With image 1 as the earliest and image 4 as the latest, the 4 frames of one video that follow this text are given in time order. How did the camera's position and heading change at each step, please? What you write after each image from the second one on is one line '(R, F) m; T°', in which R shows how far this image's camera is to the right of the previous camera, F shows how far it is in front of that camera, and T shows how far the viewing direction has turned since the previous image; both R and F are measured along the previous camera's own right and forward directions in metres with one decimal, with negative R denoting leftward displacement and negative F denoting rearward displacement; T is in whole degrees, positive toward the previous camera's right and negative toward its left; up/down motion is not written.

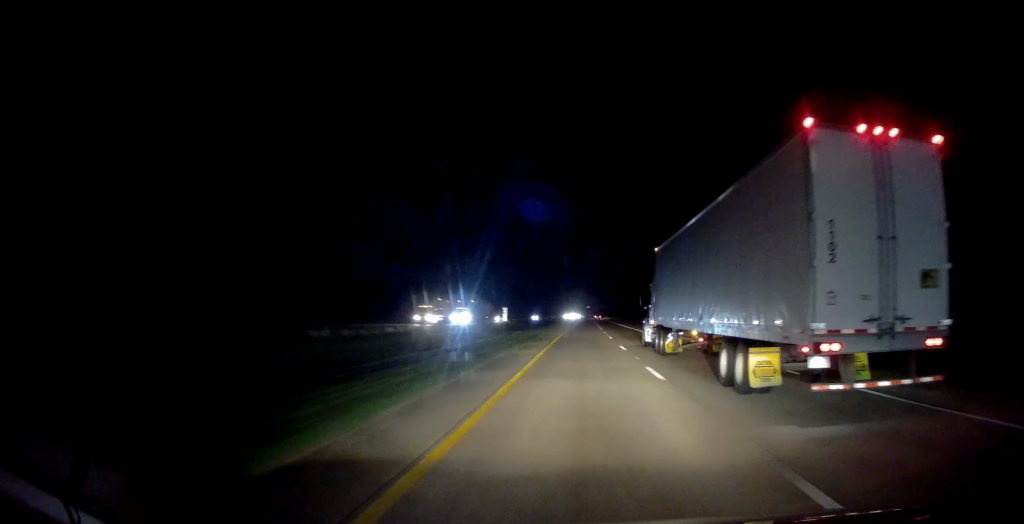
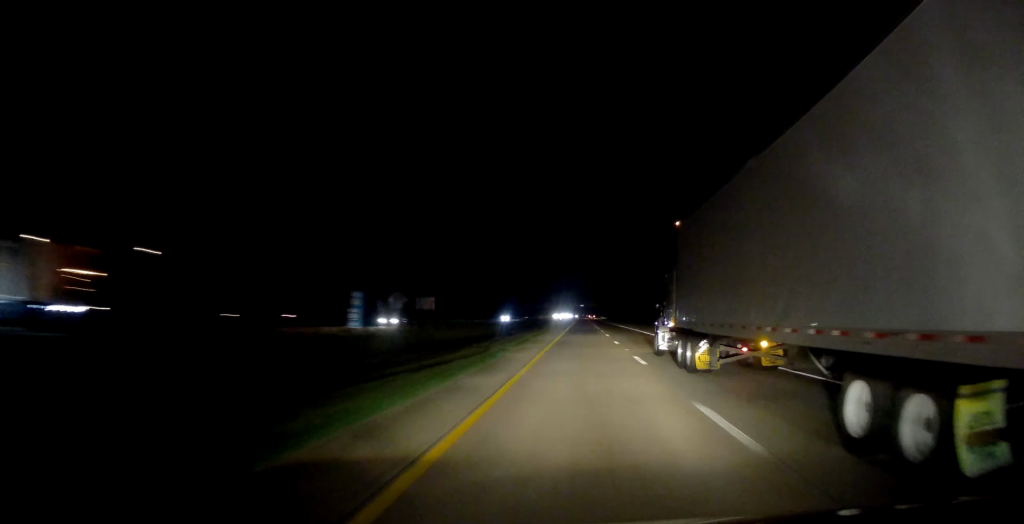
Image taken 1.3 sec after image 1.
(-0.3, +43.7) m; 0°
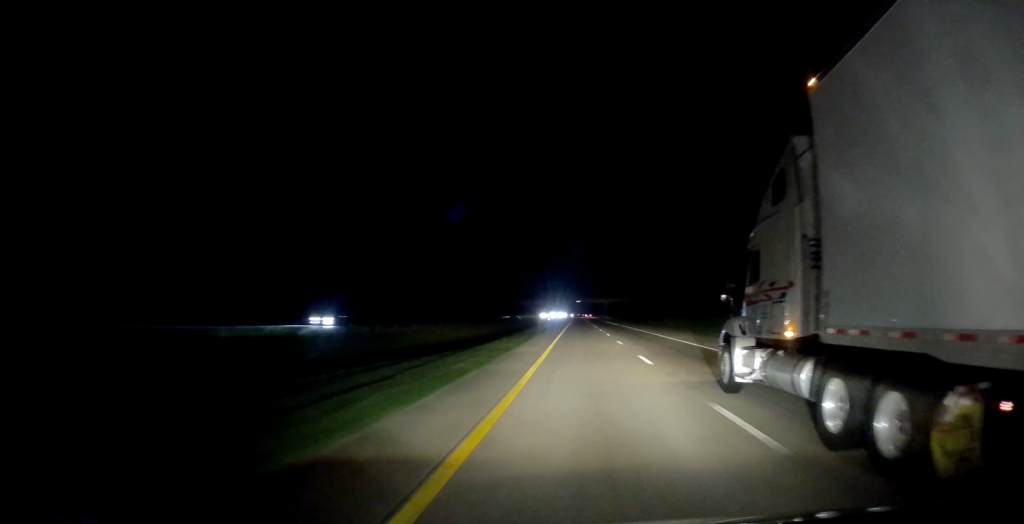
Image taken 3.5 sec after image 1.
(+1.1, +73.0) m; +1°
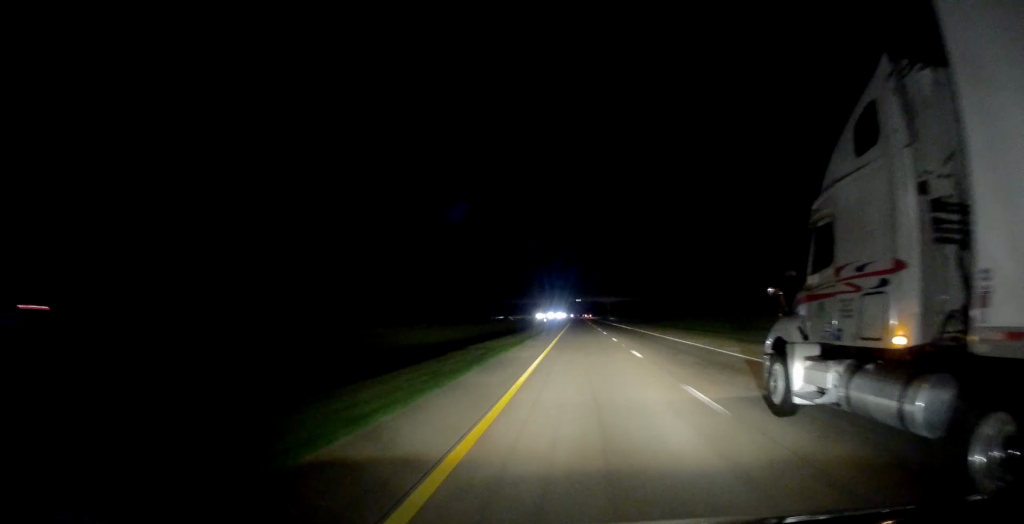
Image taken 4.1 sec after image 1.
(-0.2, +21.3) m; 0°
